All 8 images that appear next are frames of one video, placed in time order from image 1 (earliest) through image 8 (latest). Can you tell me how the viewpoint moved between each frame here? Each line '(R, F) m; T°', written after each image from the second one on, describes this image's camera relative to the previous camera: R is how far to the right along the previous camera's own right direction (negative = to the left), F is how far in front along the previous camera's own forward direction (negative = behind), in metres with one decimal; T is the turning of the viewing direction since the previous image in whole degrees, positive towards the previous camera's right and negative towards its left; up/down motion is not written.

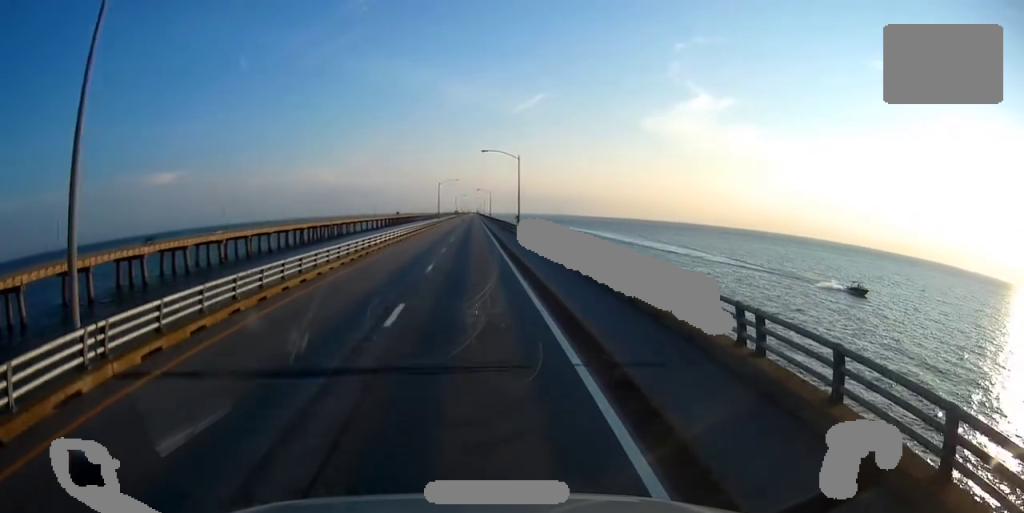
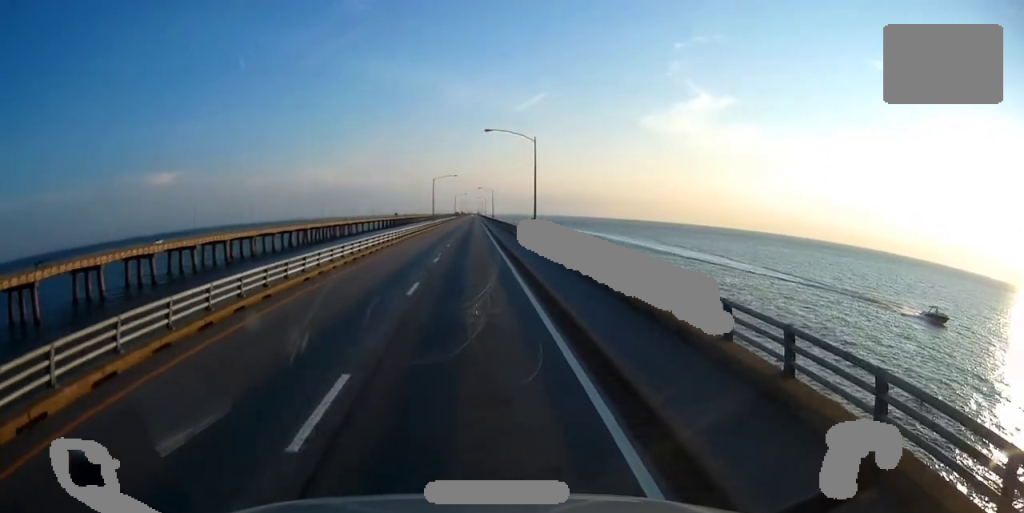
(+0.1, +16.4) m; +1°
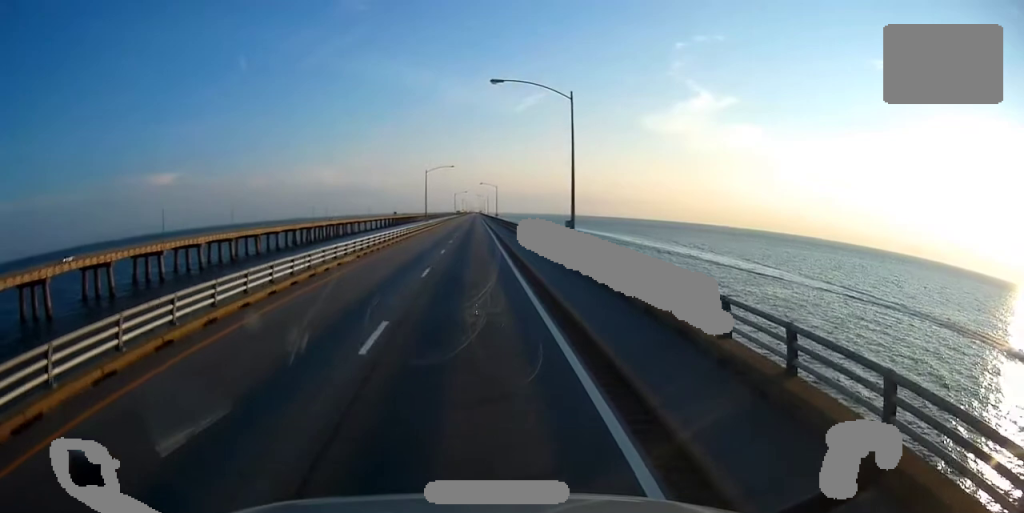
(+0.1, +16.4) m; 0°
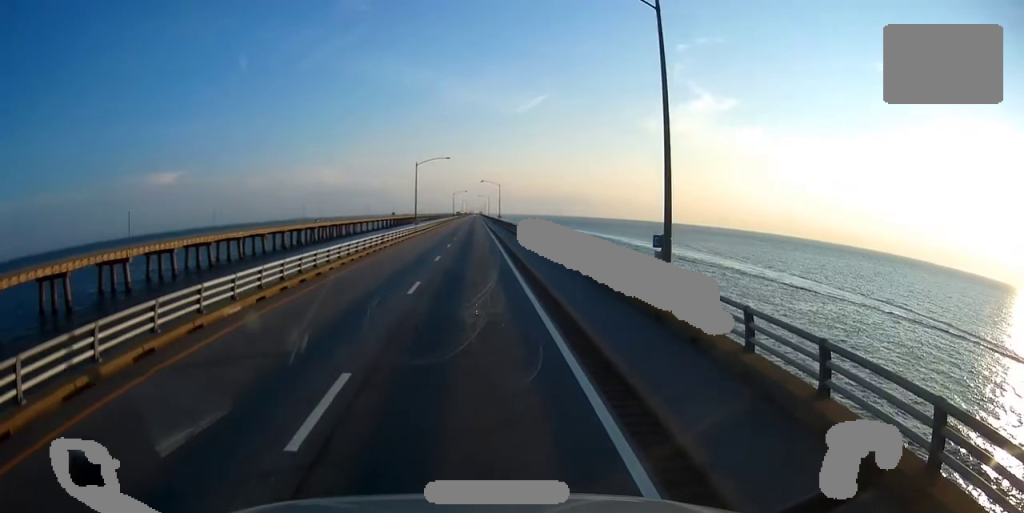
(0.0, +13.2) m; 0°
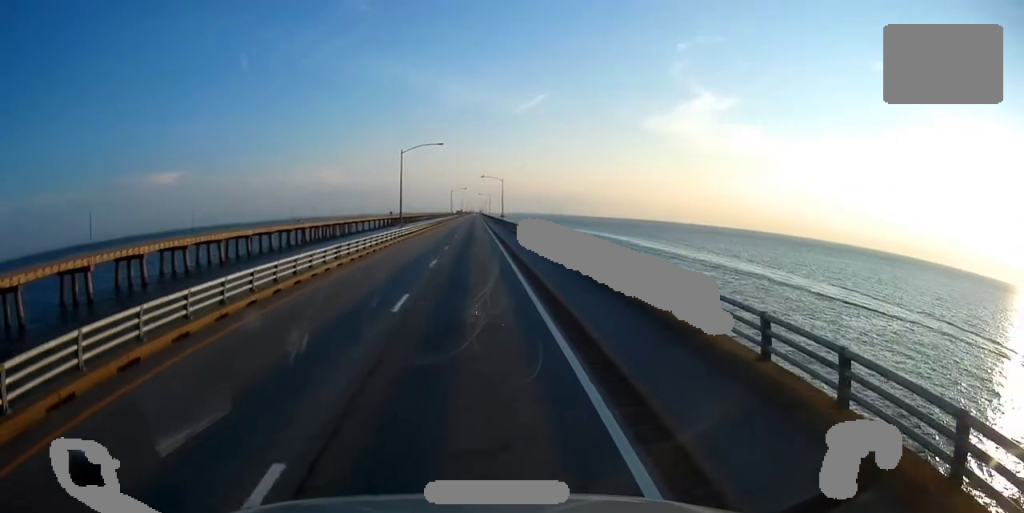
(-0.1, +29.7) m; 0°
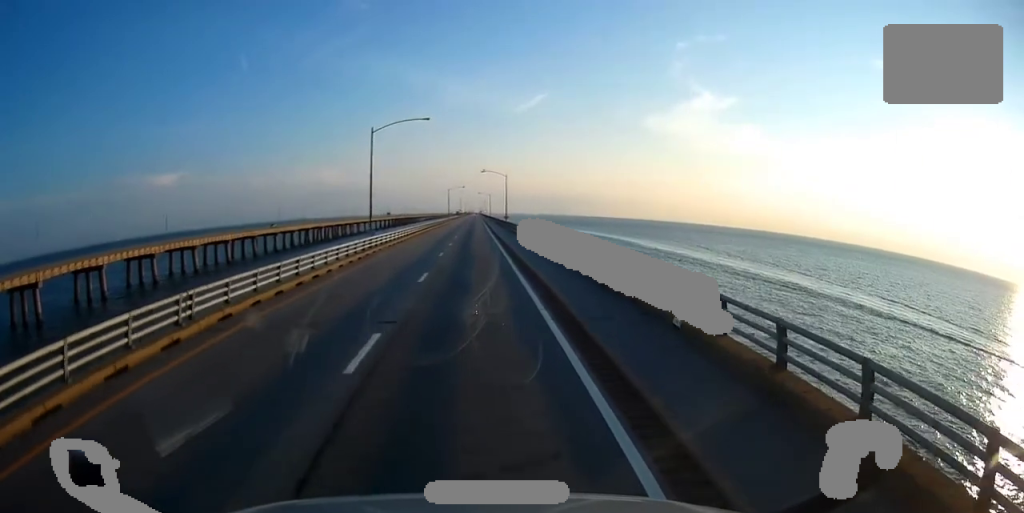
(0.0, +15.4) m; 0°
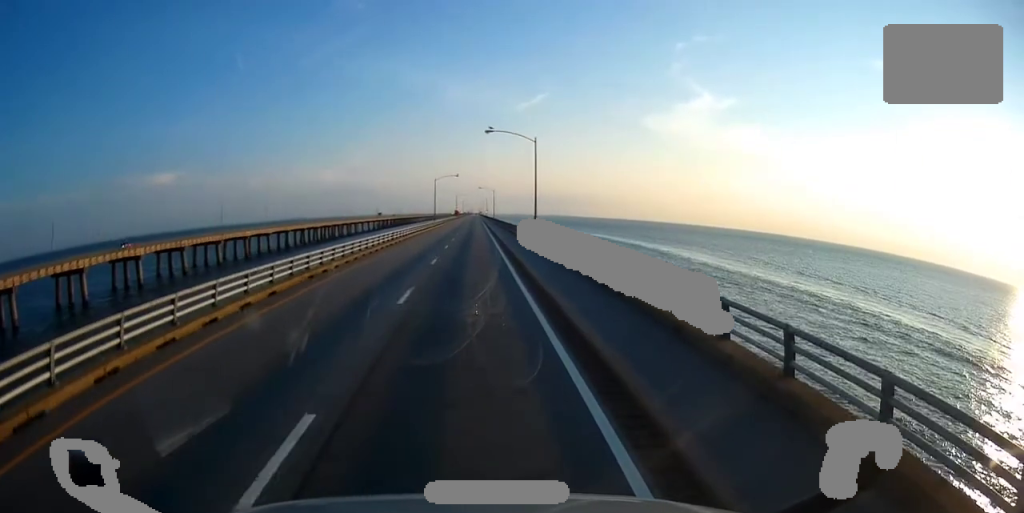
(+0.2, +49.9) m; +1°
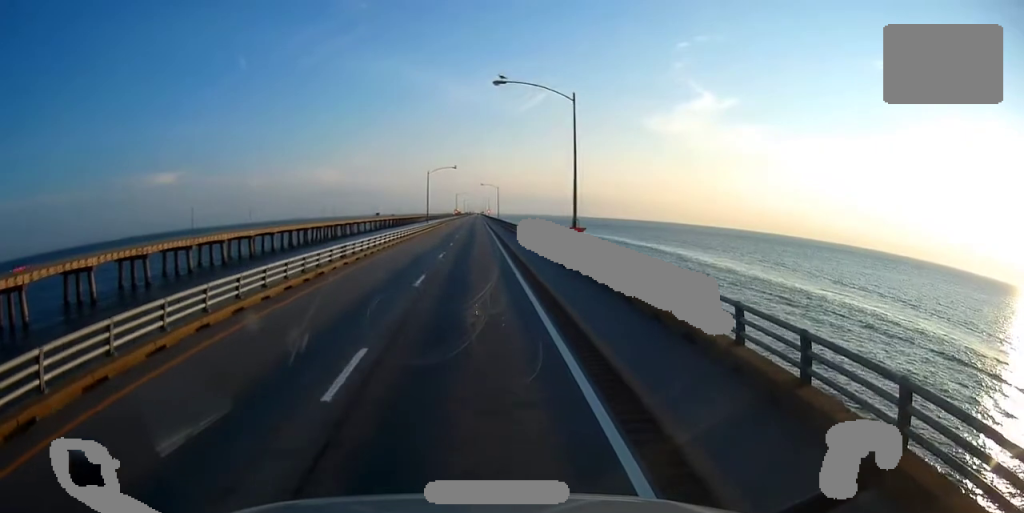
(+0.2, +19.6) m; -1°
